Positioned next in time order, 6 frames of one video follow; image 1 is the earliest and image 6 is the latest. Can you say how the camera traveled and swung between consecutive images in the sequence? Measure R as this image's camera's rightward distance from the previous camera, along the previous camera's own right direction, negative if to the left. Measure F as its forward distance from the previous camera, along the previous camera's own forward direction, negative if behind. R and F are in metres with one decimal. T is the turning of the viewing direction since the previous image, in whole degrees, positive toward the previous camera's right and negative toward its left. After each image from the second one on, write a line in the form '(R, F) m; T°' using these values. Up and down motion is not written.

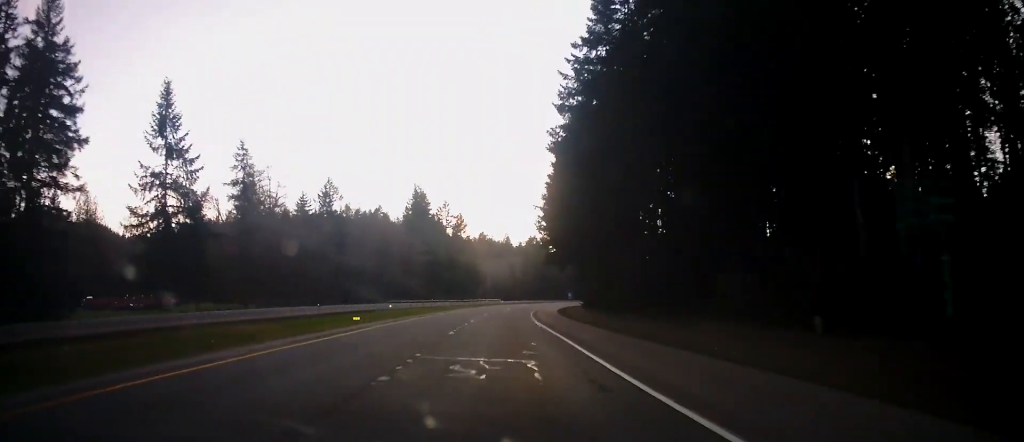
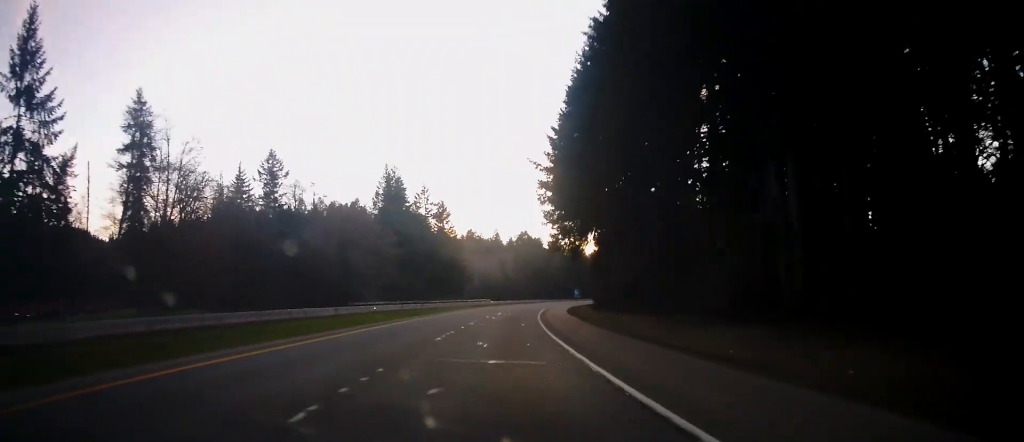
(0.0, +27.3) m; 0°
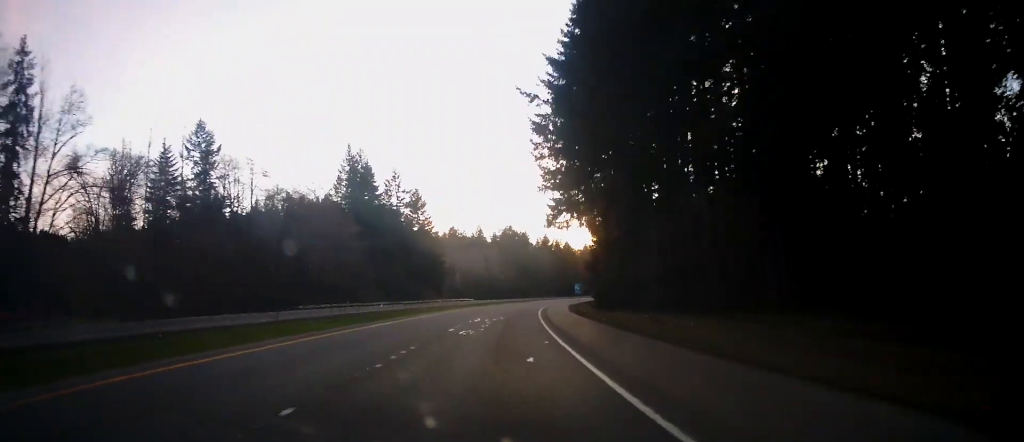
(0.0, +20.5) m; 0°
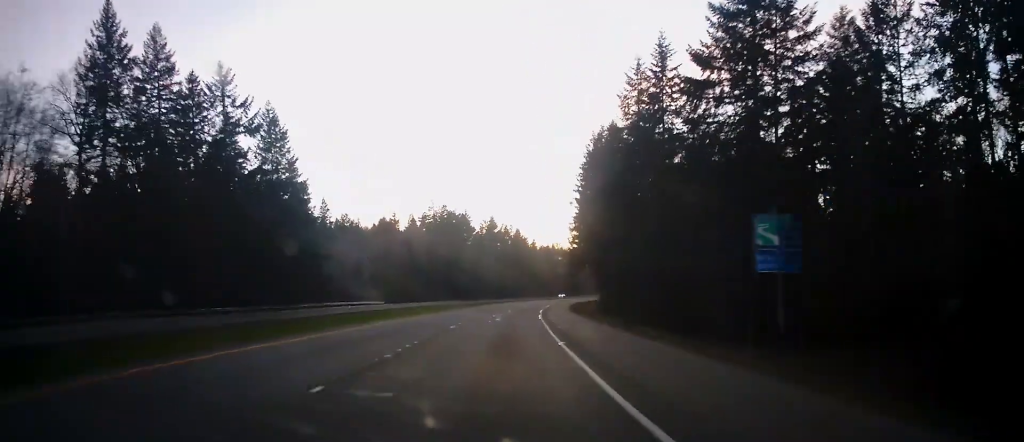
(0.0, +73.3) m; +2°
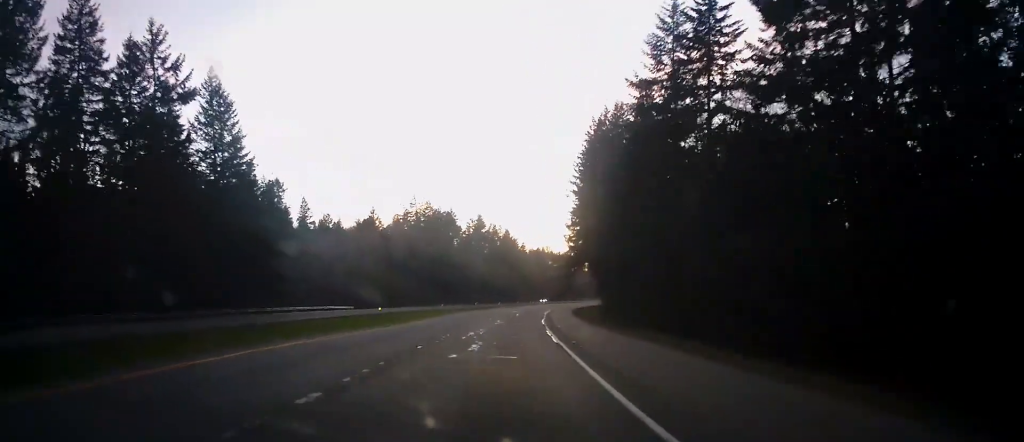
(-0.2, +16.6) m; +2°
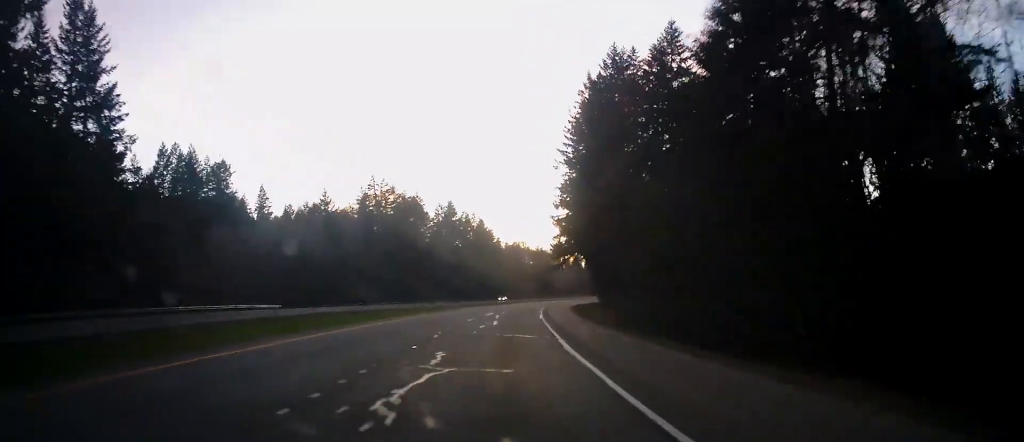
(+1.6, +26.1) m; +4°
